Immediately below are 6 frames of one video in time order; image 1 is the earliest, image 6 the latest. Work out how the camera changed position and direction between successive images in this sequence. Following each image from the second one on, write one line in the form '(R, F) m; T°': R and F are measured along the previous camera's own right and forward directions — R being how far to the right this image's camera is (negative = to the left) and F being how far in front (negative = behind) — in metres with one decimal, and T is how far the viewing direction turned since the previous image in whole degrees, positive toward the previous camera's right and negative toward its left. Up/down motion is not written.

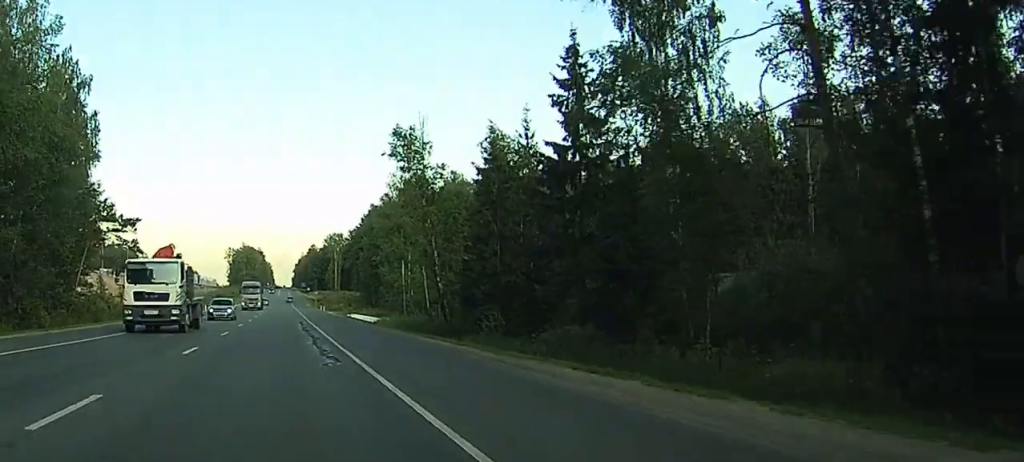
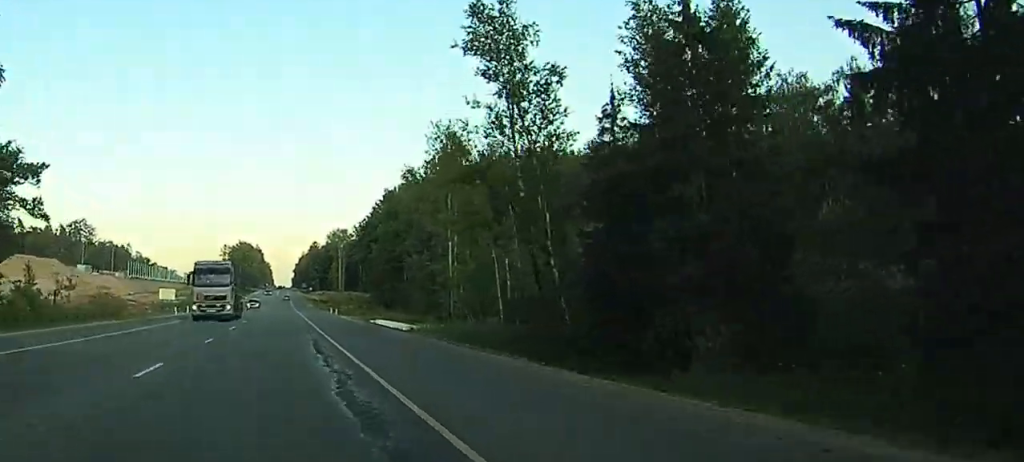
(-0.5, +29.6) m; +1°
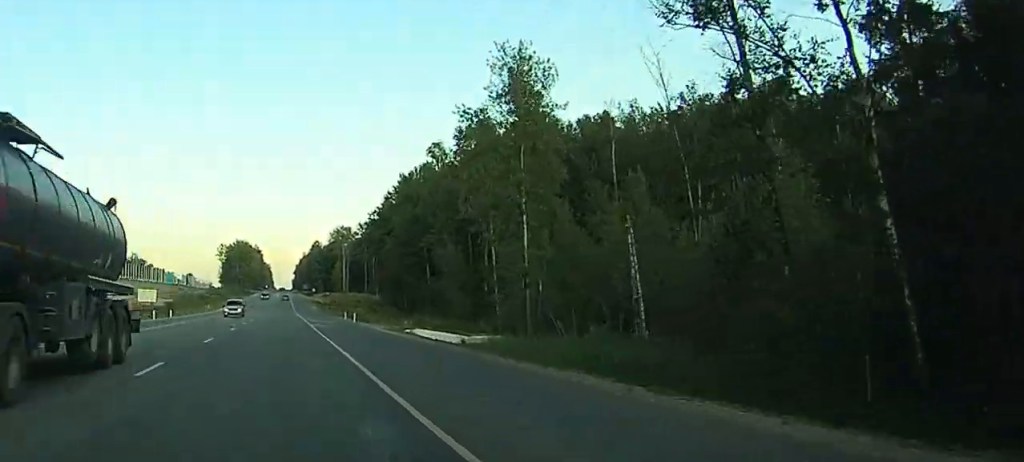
(+0.8, +23.4) m; +2°
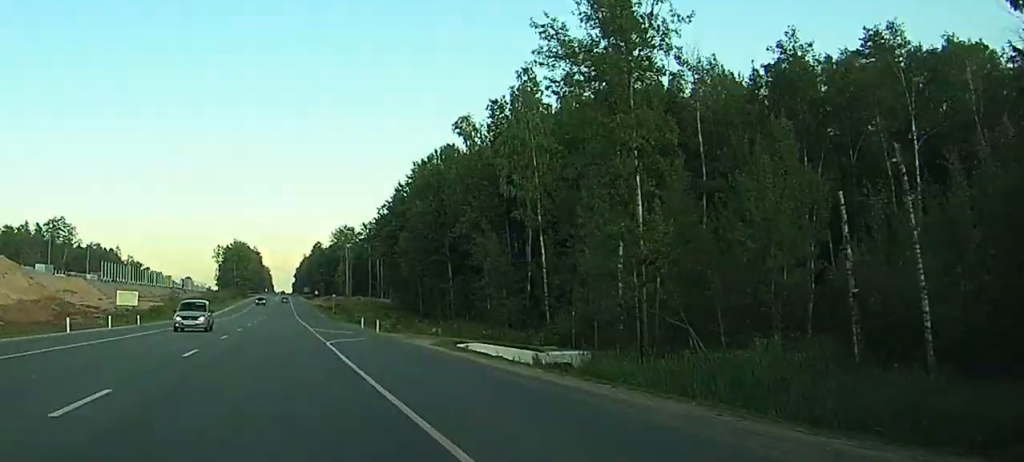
(+0.1, +17.1) m; 0°
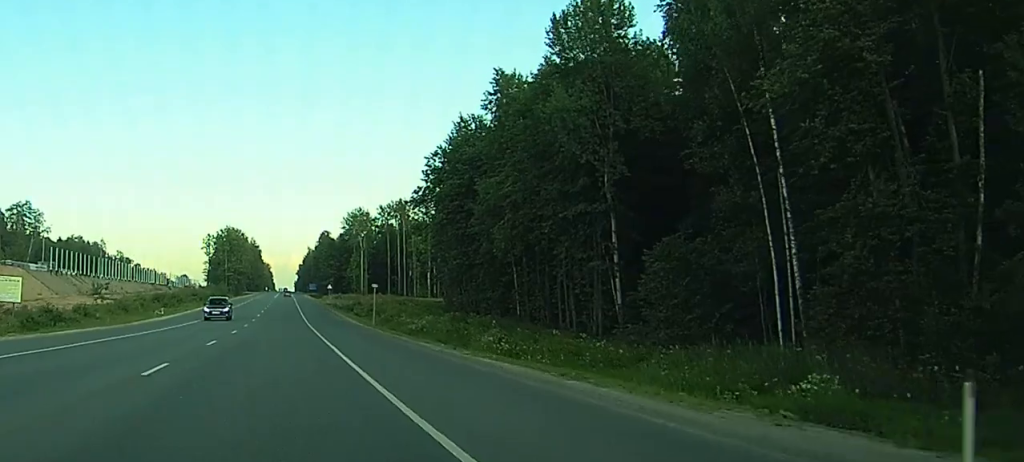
(-1.1, +55.1) m; -1°
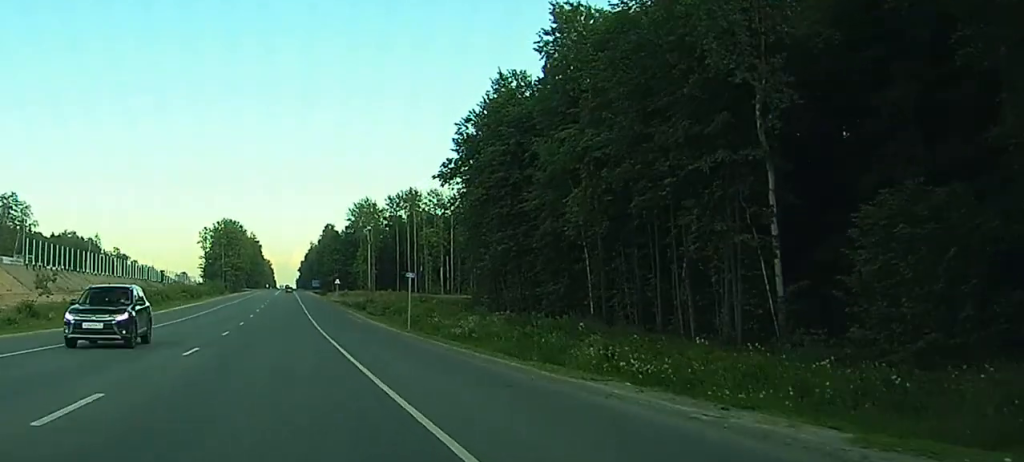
(-0.1, +19.2) m; 0°
